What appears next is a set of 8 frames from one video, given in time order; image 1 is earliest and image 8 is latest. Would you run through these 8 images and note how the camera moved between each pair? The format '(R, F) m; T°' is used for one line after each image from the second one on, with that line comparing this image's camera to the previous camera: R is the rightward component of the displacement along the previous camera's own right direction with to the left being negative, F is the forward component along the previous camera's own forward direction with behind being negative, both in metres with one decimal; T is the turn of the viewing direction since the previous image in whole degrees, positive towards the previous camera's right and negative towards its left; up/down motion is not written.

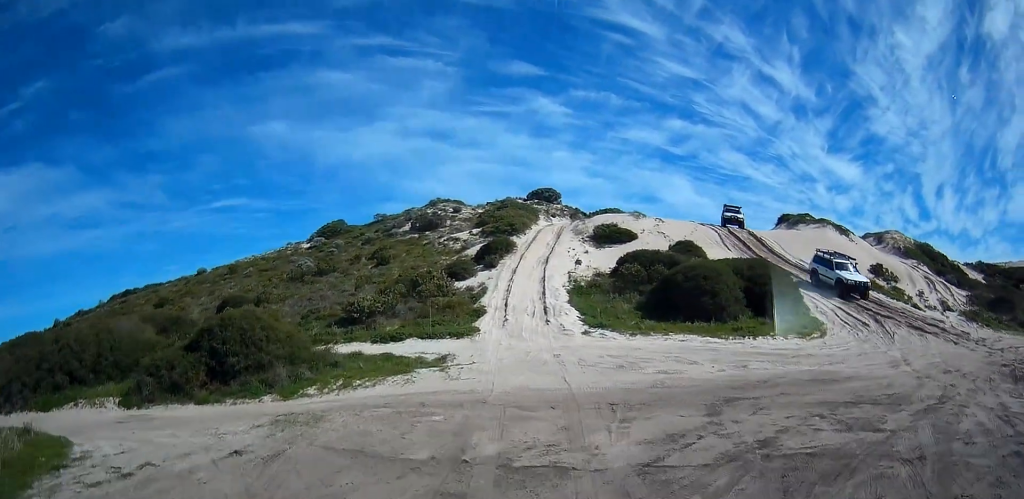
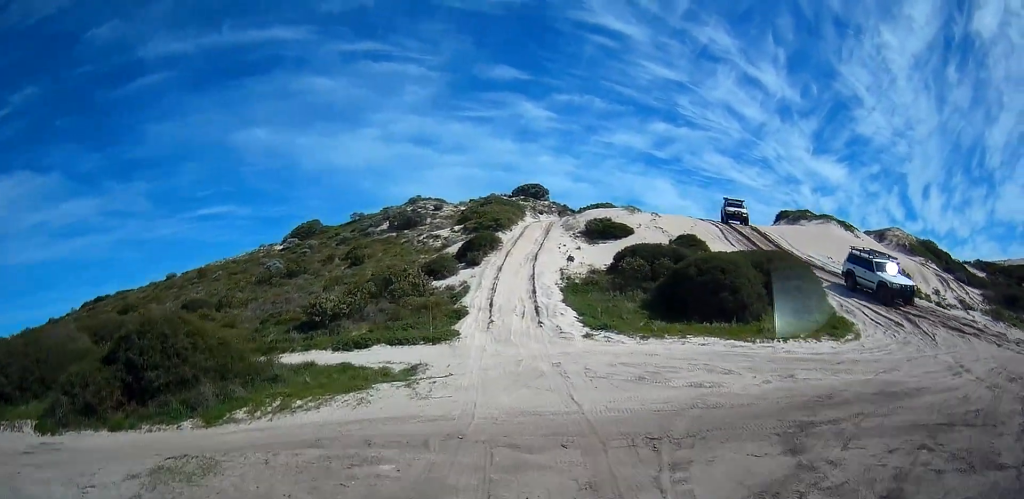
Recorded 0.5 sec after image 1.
(0.0, +3.5) m; +3°
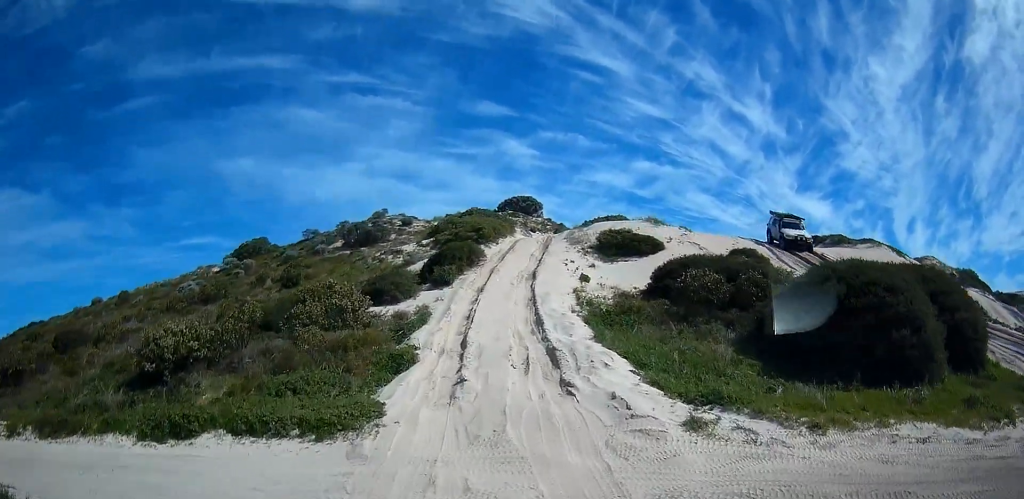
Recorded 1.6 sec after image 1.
(+0.6, +10.0) m; 0°
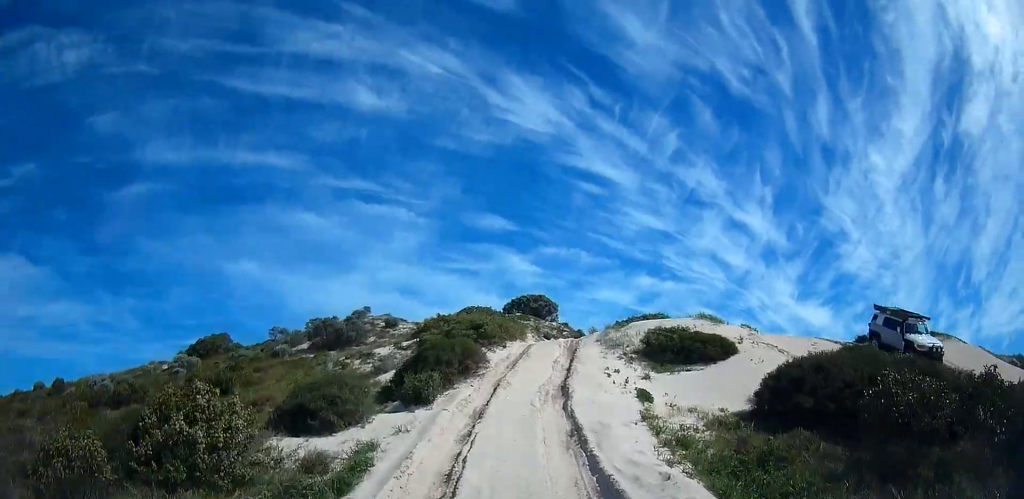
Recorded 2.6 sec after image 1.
(-0.7, +8.2) m; -1°
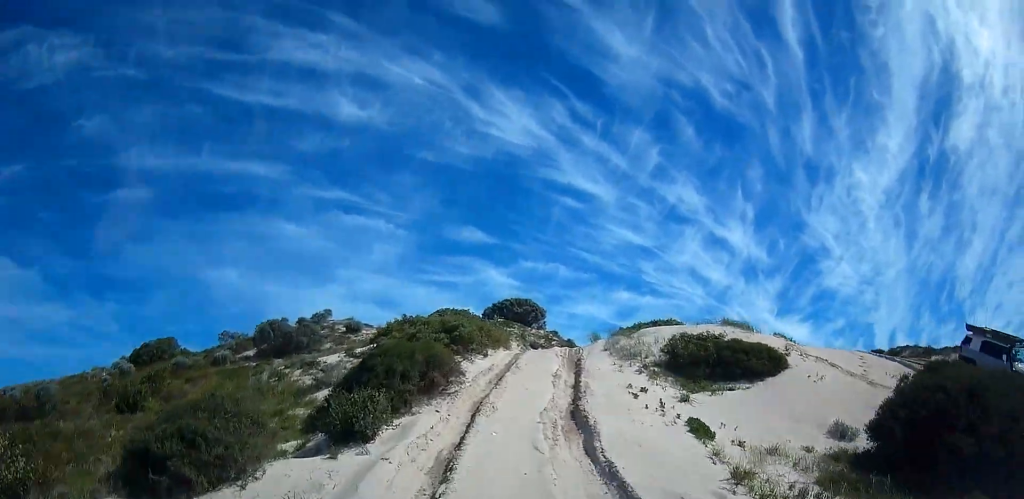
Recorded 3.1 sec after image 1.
(+0.3, +4.7) m; +2°
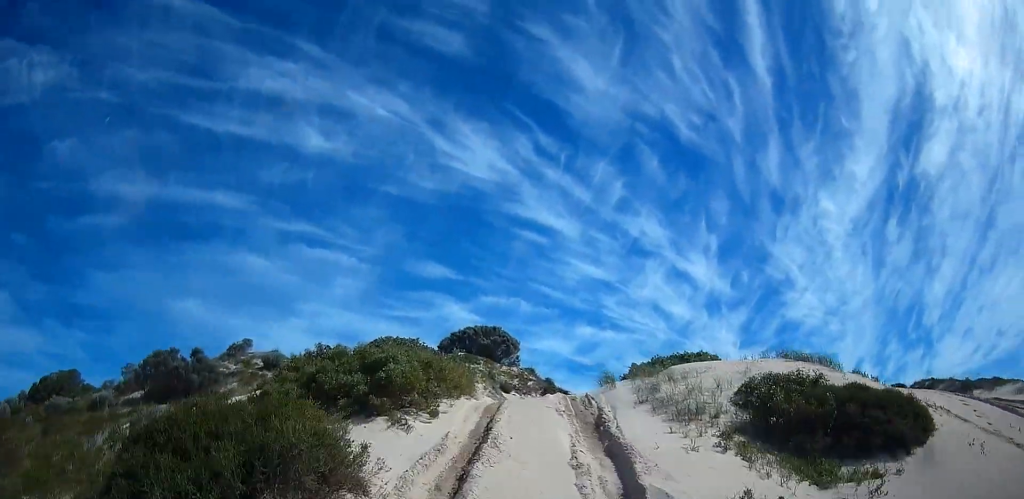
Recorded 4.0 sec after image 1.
(+0.2, +6.5) m; +4°
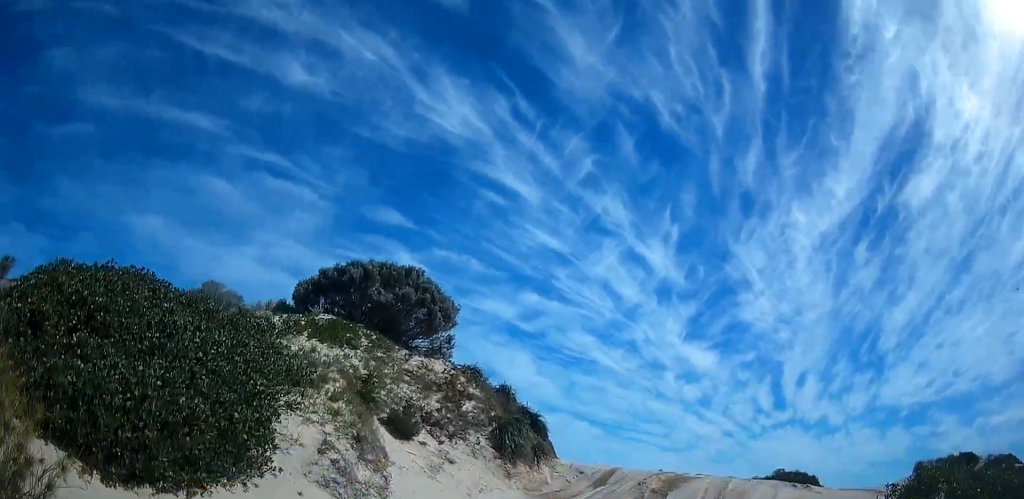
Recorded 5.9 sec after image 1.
(+1.3, +12.1) m; +13°
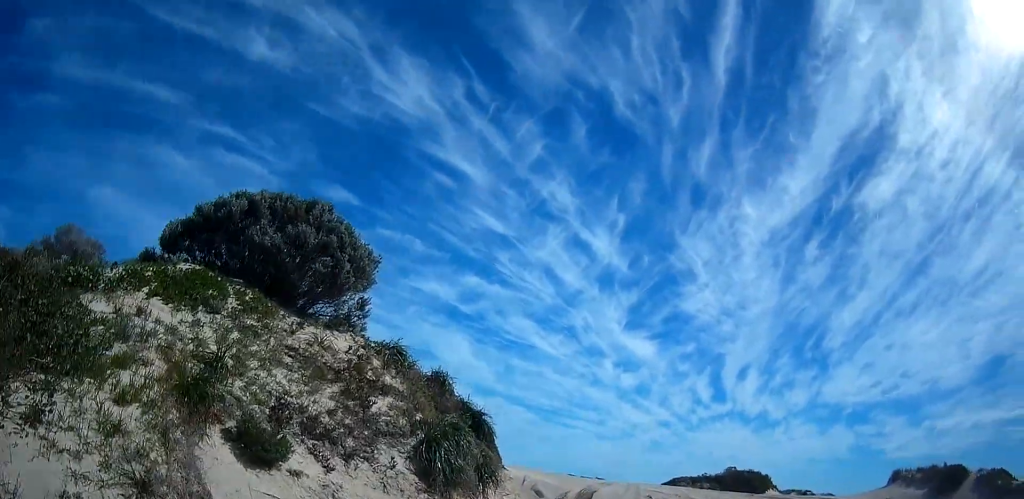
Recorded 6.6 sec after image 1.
(0.0, +3.9) m; +2°
